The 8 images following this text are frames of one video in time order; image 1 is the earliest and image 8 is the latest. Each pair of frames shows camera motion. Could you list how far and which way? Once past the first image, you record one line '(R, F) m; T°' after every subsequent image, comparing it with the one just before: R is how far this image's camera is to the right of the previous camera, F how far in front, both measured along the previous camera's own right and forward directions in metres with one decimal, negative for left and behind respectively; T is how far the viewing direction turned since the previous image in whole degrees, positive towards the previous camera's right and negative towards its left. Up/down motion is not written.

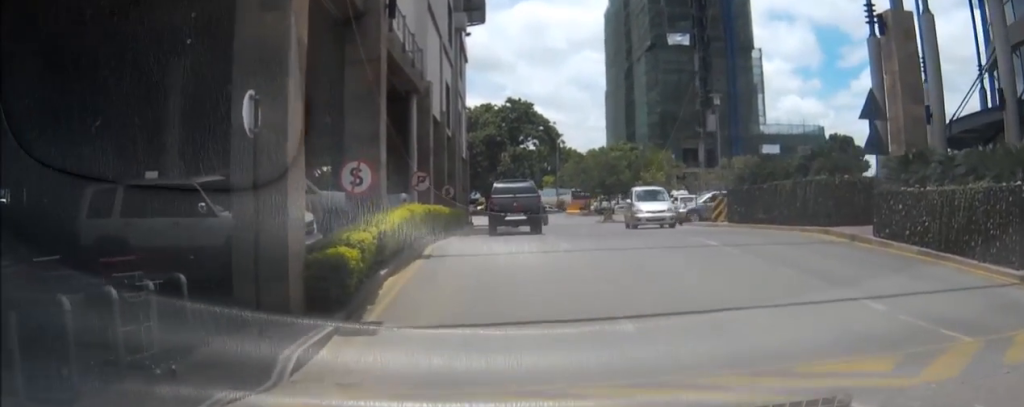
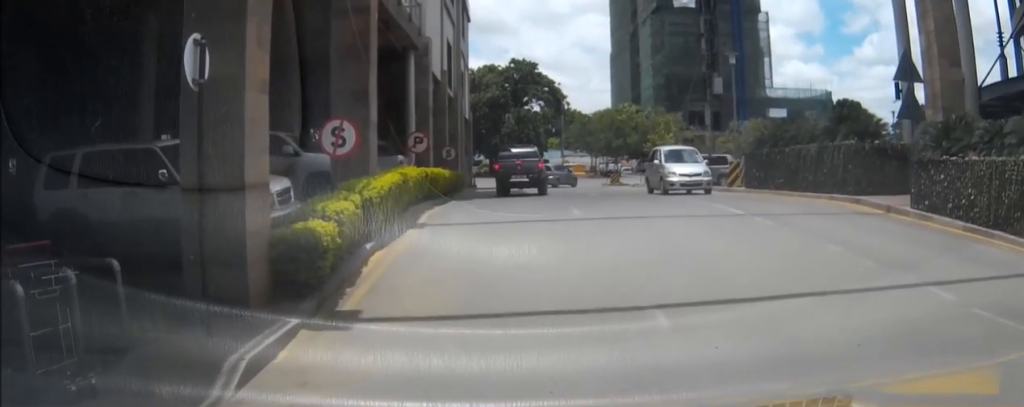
(+0.1, +1.7) m; +4°
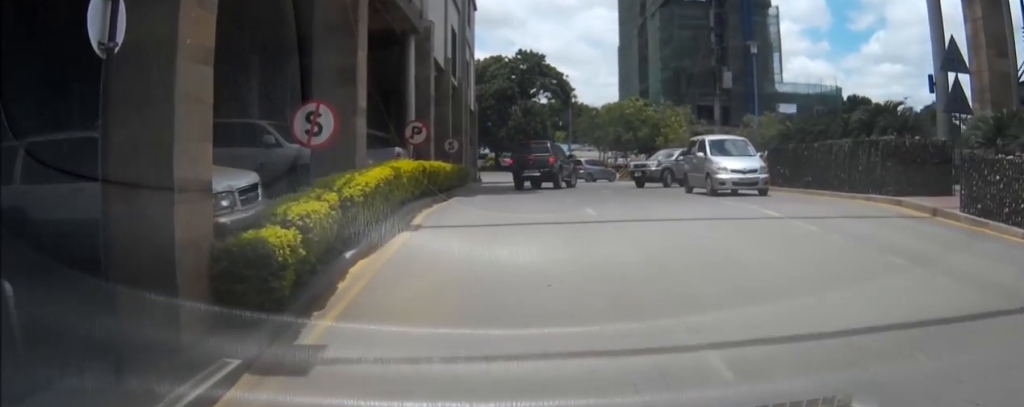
(0.0, +1.8) m; -1°
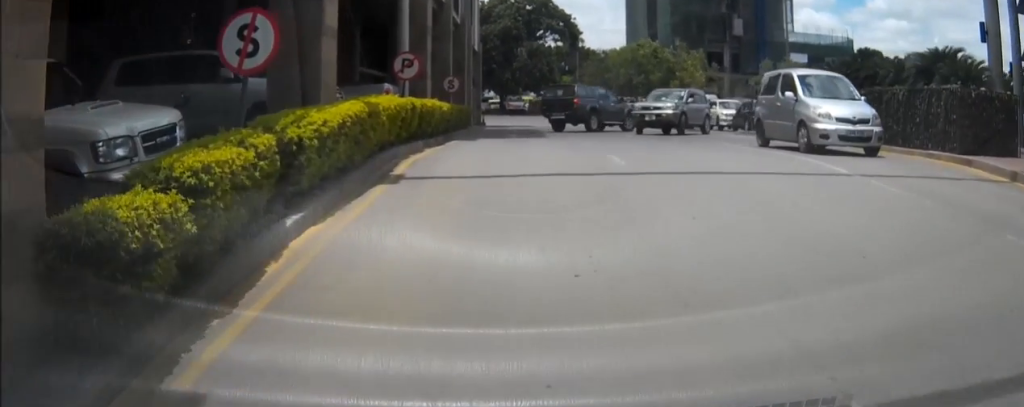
(-0.1, +2.4) m; -4°
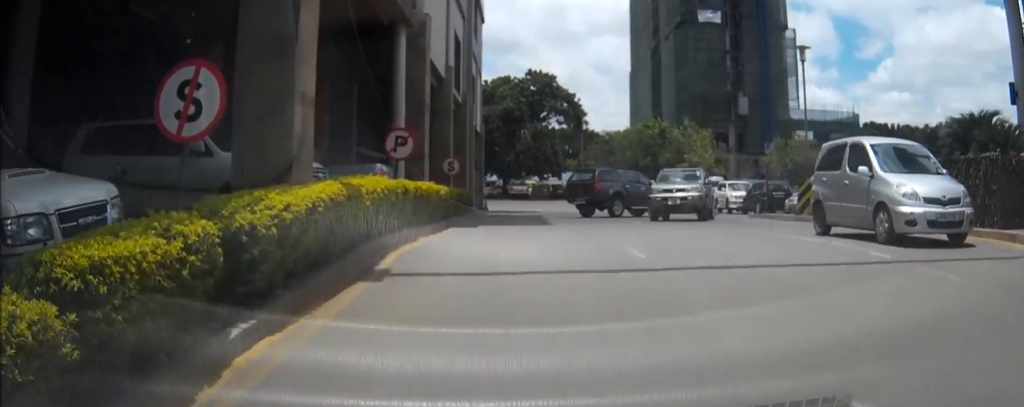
(0.0, +1.4) m; -3°
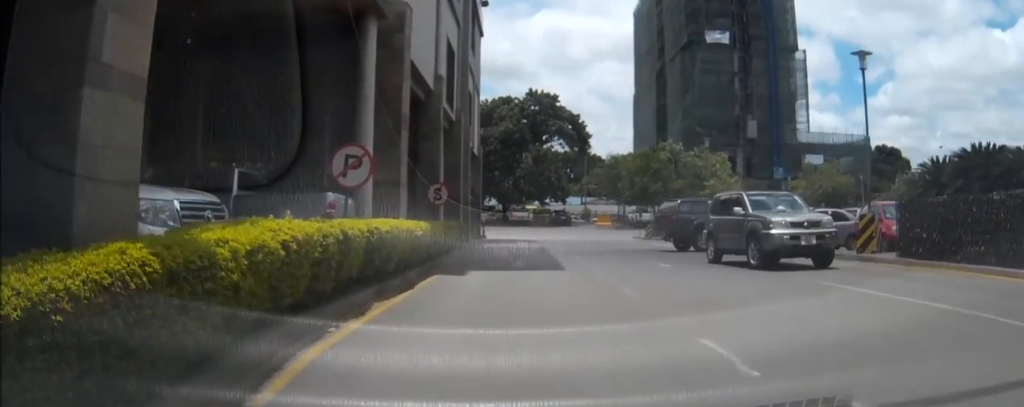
(-0.2, +3.5) m; -3°
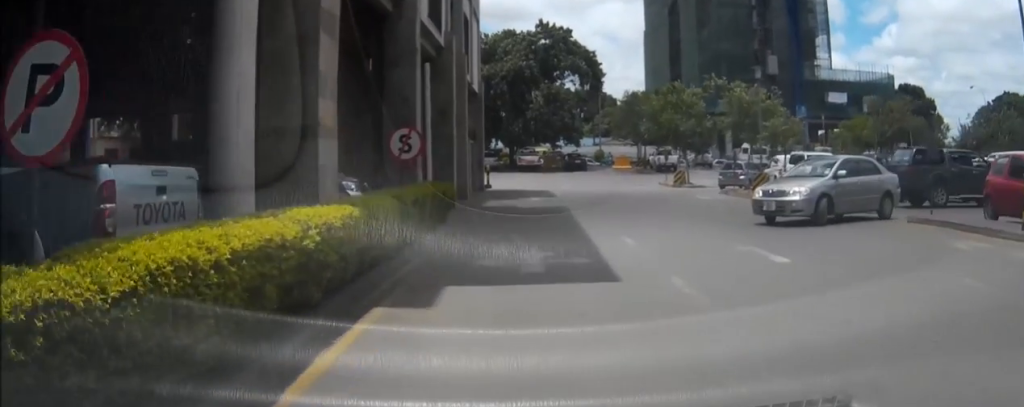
(0.0, +6.0) m; -4°
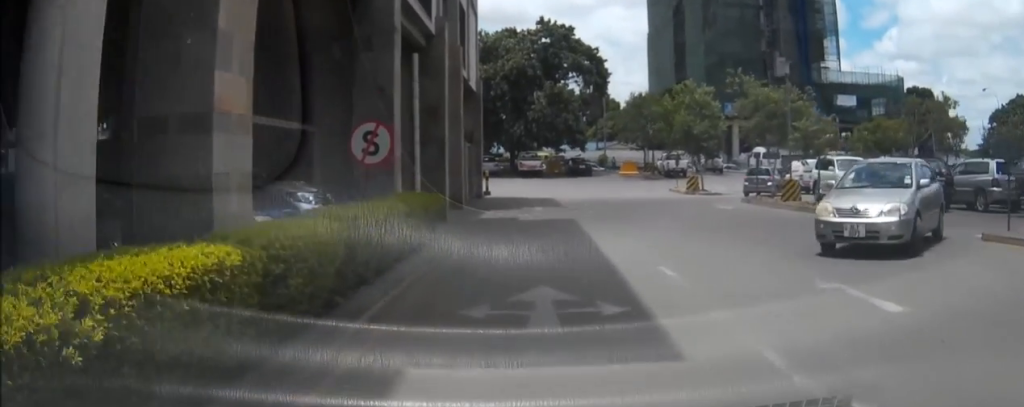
(-0.3, +2.9) m; -2°
